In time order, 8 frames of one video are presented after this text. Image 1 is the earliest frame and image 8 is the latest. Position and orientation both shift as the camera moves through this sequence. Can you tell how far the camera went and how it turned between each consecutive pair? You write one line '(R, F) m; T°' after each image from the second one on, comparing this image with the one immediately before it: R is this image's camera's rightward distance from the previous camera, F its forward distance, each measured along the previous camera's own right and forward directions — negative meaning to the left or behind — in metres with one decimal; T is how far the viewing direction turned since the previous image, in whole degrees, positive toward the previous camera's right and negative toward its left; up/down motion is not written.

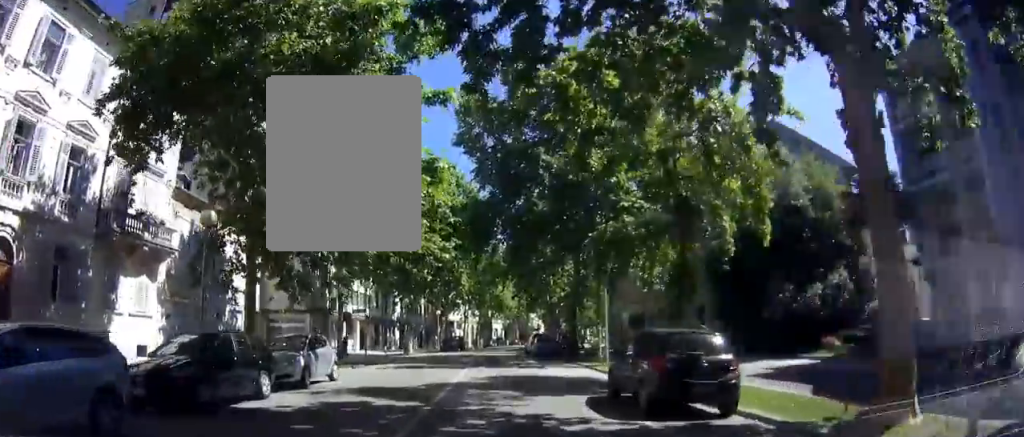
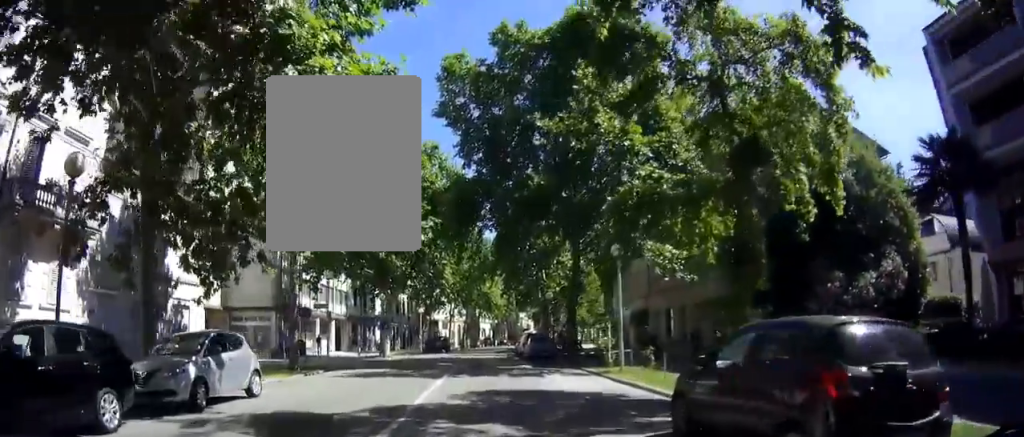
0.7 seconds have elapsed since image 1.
(0.0, +5.4) m; +3°
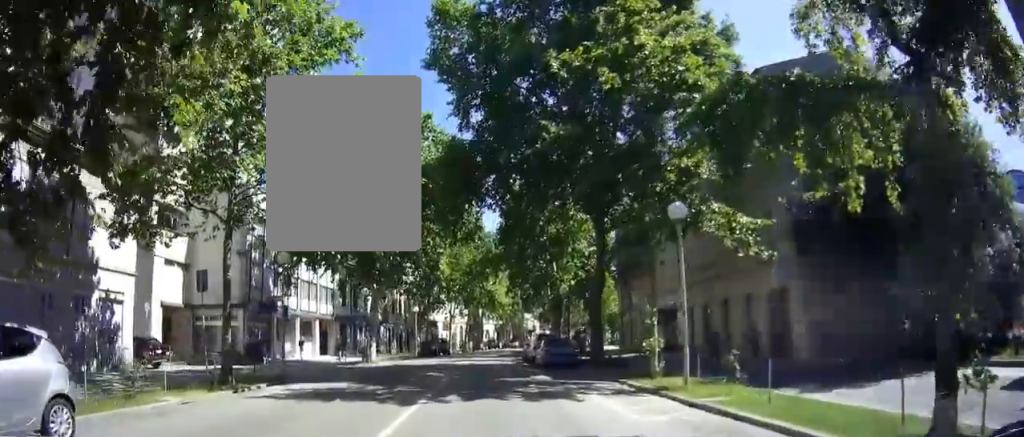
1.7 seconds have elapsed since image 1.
(+0.4, +6.5) m; +1°
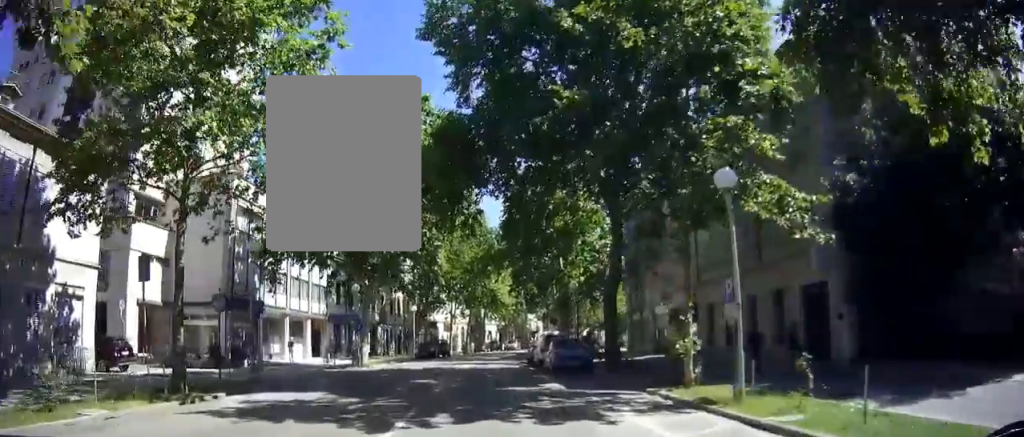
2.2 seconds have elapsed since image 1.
(-0.1, +2.9) m; -1°
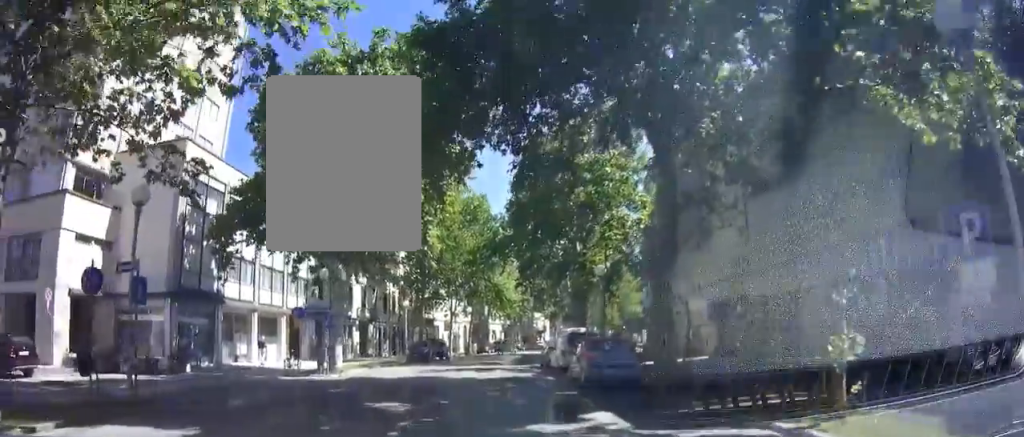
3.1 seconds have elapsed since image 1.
(-0.1, +5.8) m; -2°
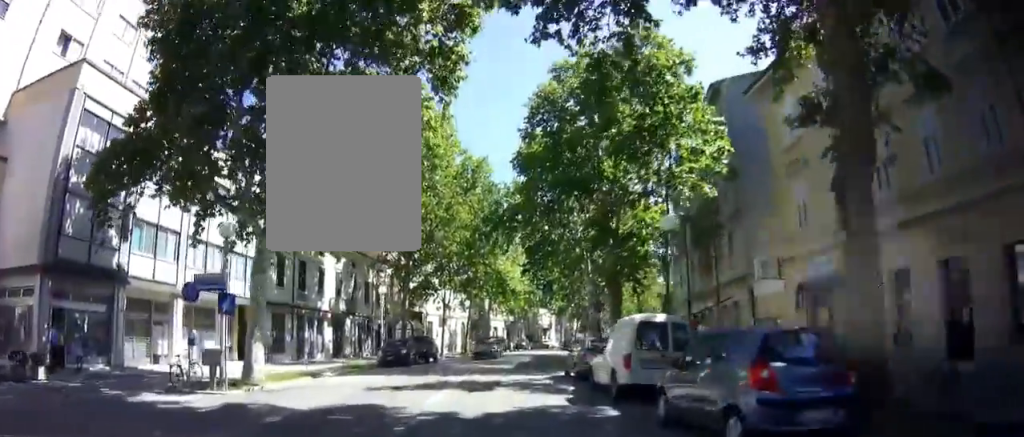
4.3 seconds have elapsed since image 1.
(-0.1, +8.1) m; -4°
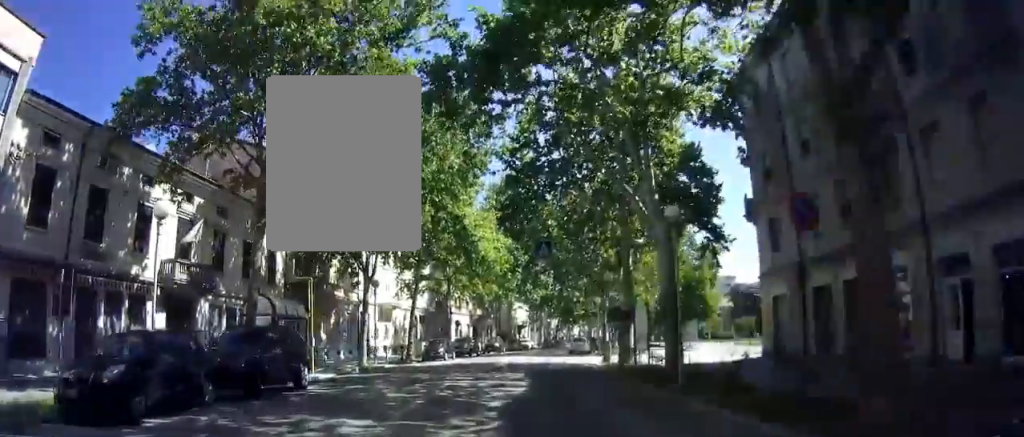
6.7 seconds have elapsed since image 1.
(+0.2, +19.4) m; +7°
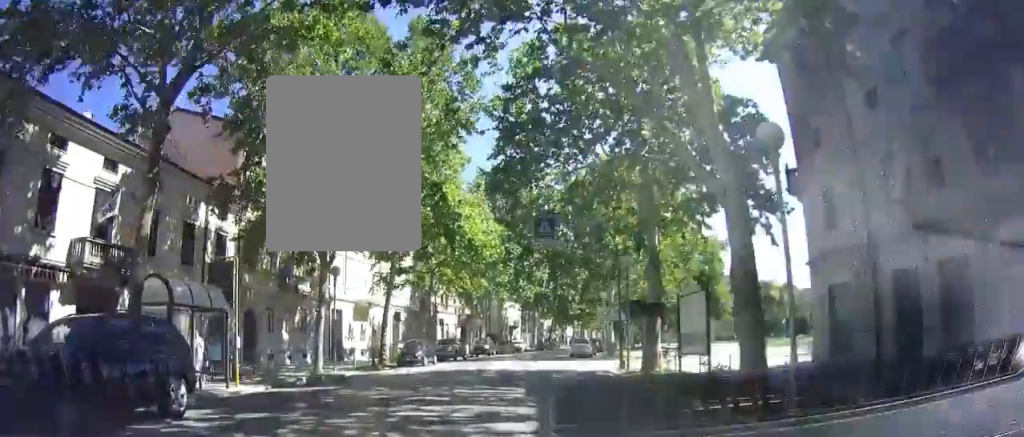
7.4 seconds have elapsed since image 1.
(0.0, +5.7) m; 0°
